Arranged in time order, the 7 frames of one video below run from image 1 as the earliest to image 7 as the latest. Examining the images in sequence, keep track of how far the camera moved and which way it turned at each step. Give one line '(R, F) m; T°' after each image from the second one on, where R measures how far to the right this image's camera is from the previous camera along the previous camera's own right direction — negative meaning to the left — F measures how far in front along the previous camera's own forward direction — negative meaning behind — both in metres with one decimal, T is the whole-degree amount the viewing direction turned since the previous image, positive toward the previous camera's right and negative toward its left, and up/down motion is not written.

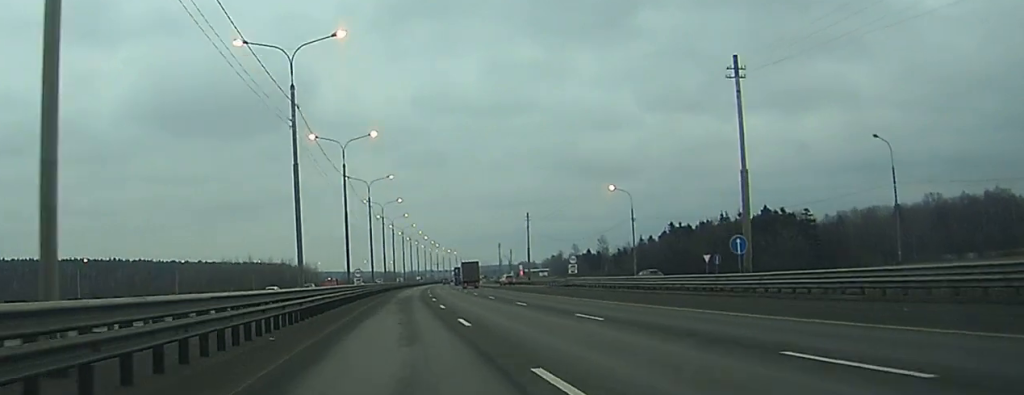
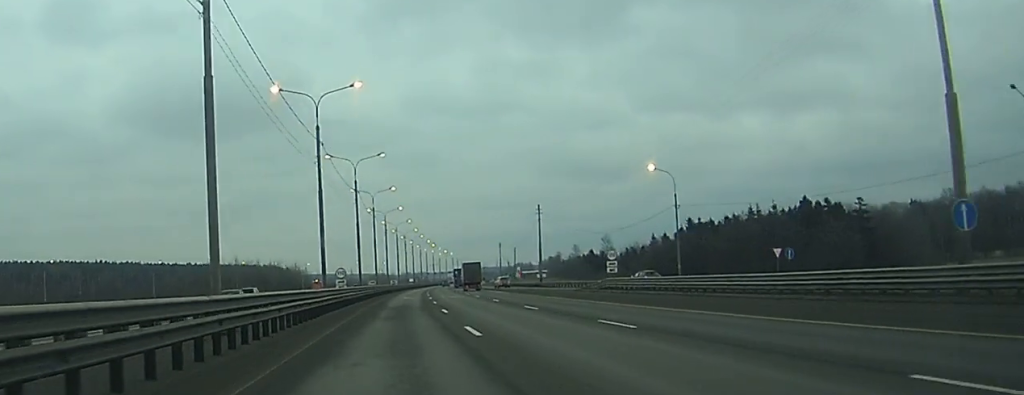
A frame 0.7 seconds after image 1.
(+0.1, +22.5) m; 0°
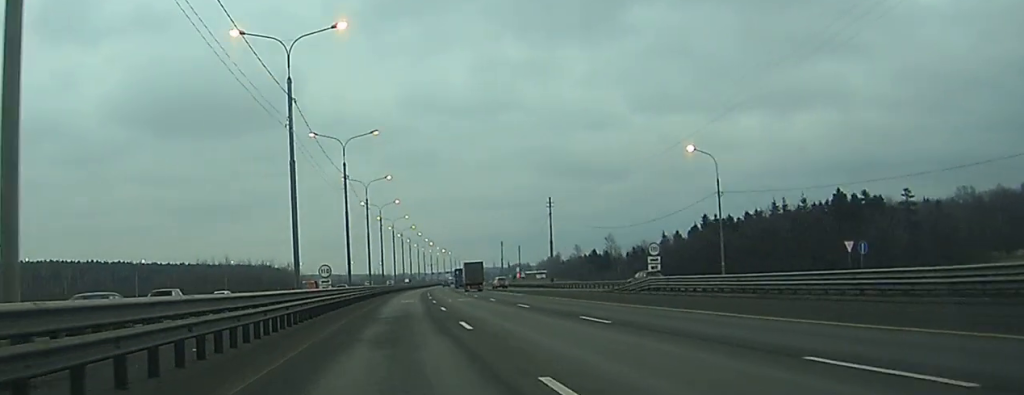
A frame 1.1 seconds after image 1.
(0.0, +14.2) m; 0°
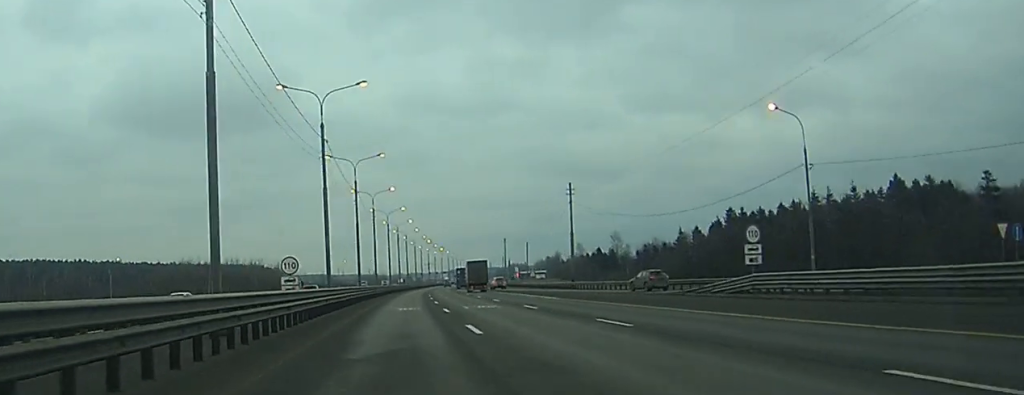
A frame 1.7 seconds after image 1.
(0.0, +20.5) m; +1°
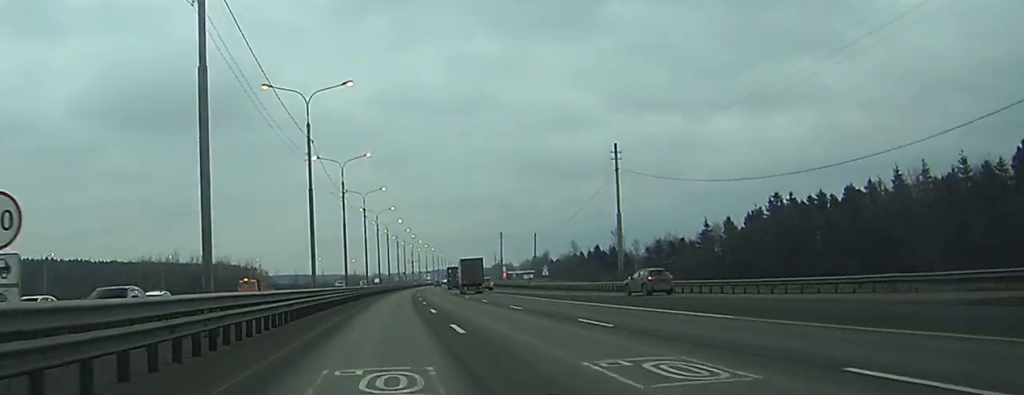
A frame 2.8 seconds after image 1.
(+0.4, +33.3) m; +1°
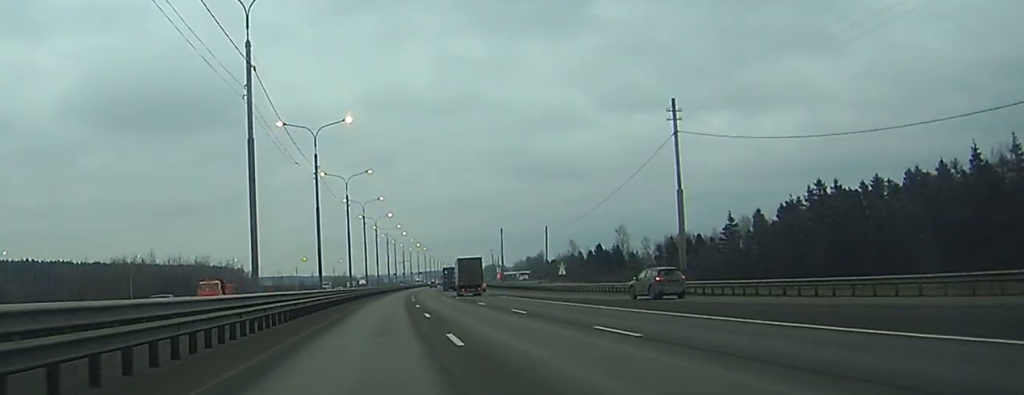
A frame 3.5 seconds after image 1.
(+0.2, +20.2) m; 0°
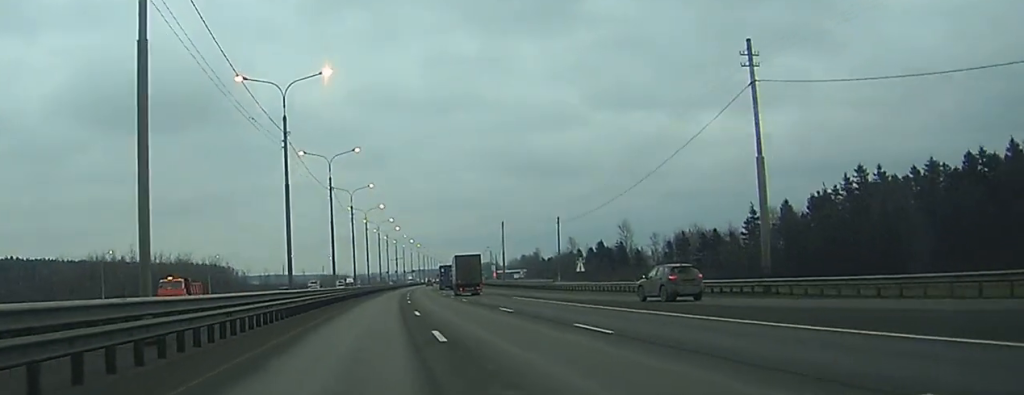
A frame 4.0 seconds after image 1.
(+0.1, +15.1) m; 0°
